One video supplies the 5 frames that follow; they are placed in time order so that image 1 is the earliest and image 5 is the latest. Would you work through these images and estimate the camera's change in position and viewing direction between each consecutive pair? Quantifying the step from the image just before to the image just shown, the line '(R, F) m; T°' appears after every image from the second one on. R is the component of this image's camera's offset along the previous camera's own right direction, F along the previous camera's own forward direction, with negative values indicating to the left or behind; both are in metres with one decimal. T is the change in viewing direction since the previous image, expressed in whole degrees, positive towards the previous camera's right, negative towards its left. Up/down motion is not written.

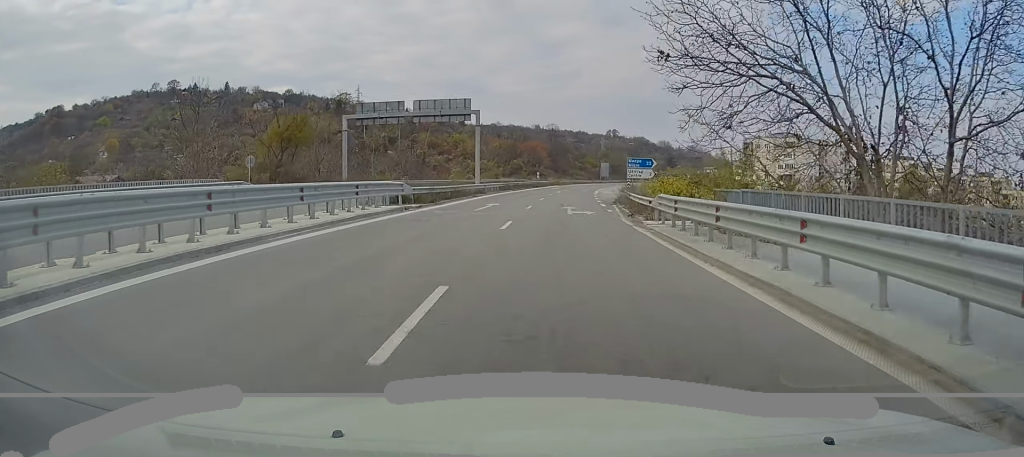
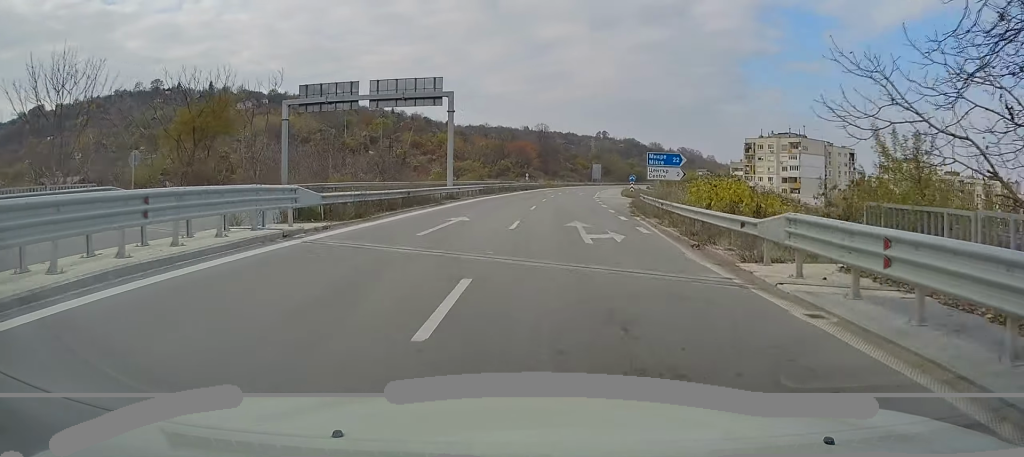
(+0.2, +11.0) m; +1°
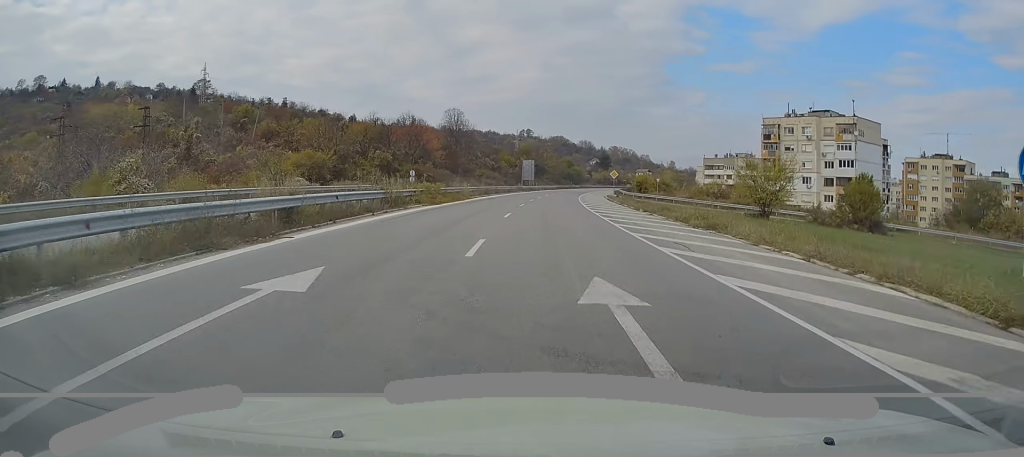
(+3.8, +65.2) m; +7°
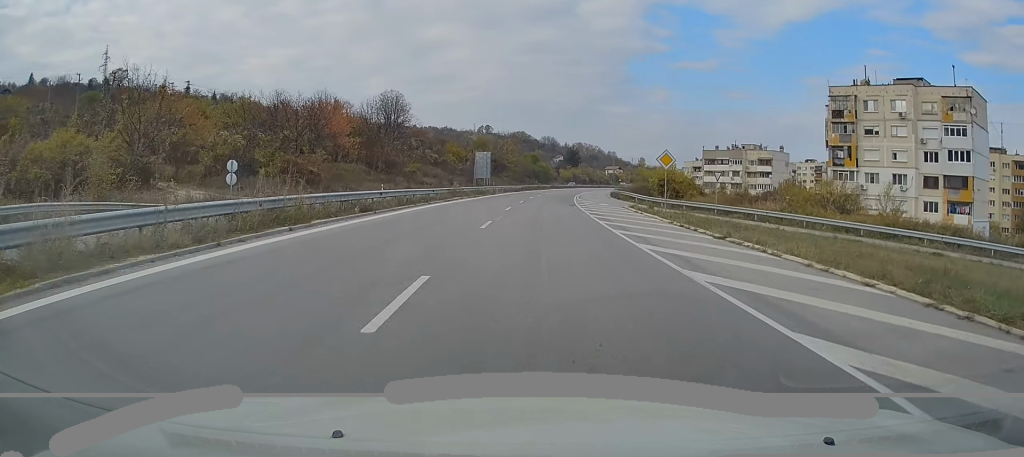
(+1.2, +40.7) m; +4°
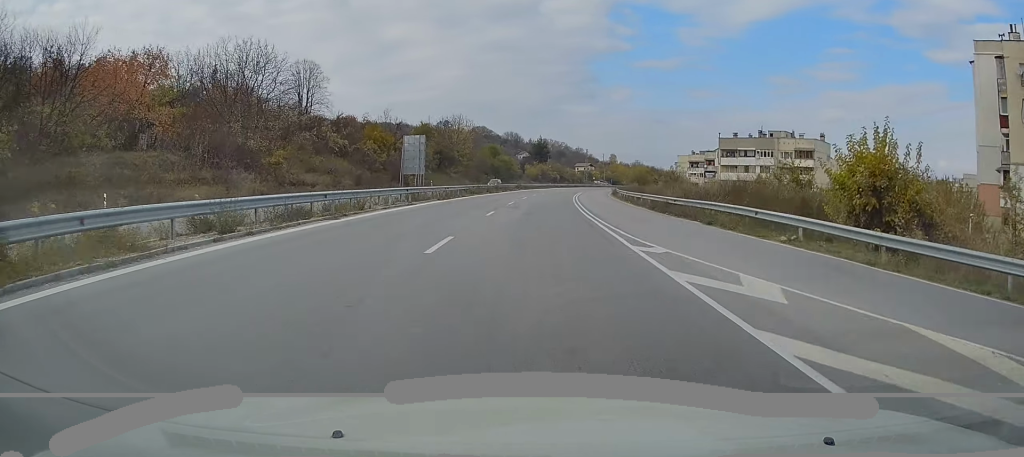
(+1.3, +42.2) m; +3°
